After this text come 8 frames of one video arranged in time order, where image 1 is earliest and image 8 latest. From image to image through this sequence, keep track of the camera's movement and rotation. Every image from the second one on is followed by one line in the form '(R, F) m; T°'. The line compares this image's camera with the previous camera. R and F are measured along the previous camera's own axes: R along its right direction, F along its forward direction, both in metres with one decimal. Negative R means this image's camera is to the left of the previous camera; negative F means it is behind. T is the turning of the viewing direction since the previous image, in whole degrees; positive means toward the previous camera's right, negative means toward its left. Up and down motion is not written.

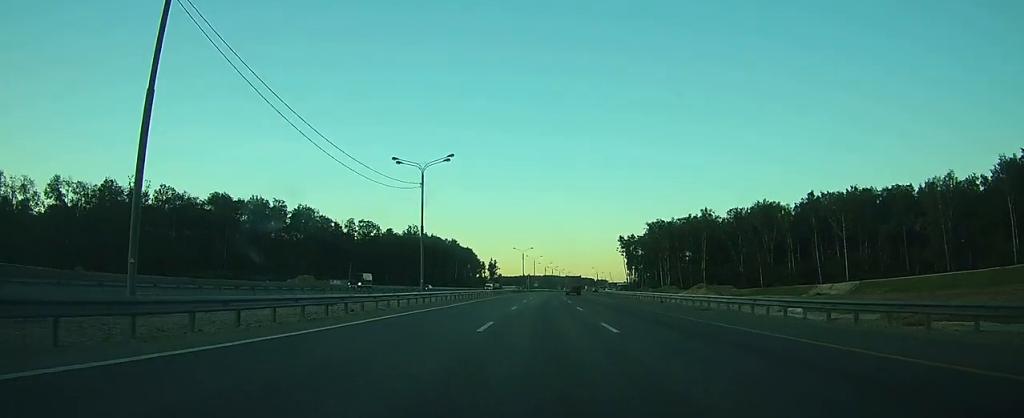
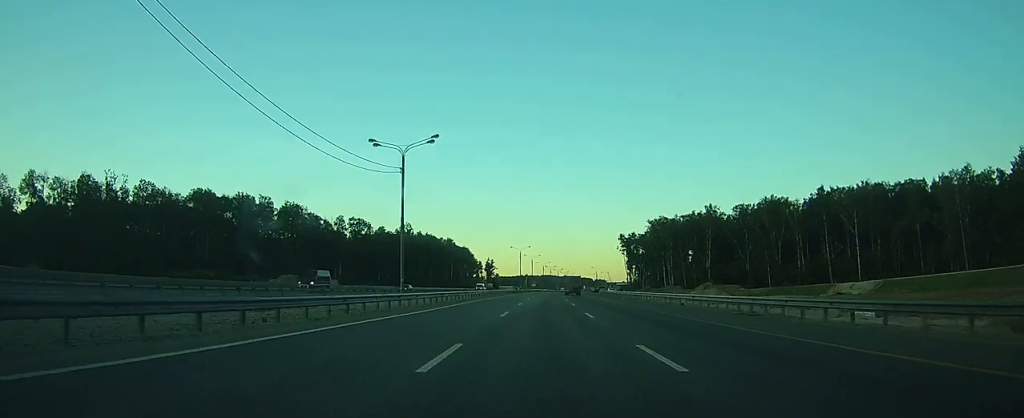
(0.0, +7.6) m; 0°
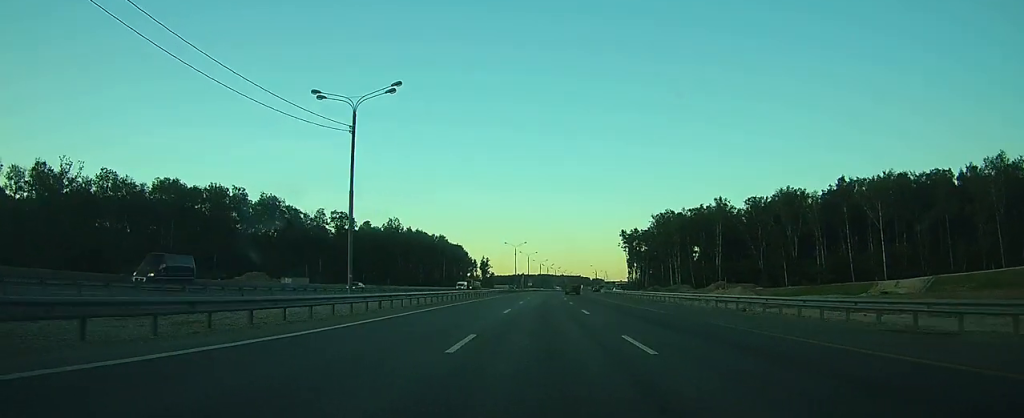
(0.0, +13.3) m; 0°
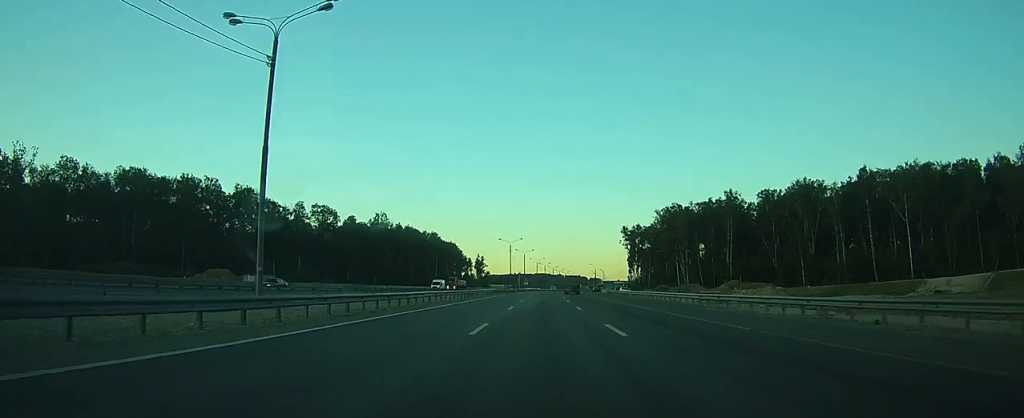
(+0.1, +12.0) m; 0°
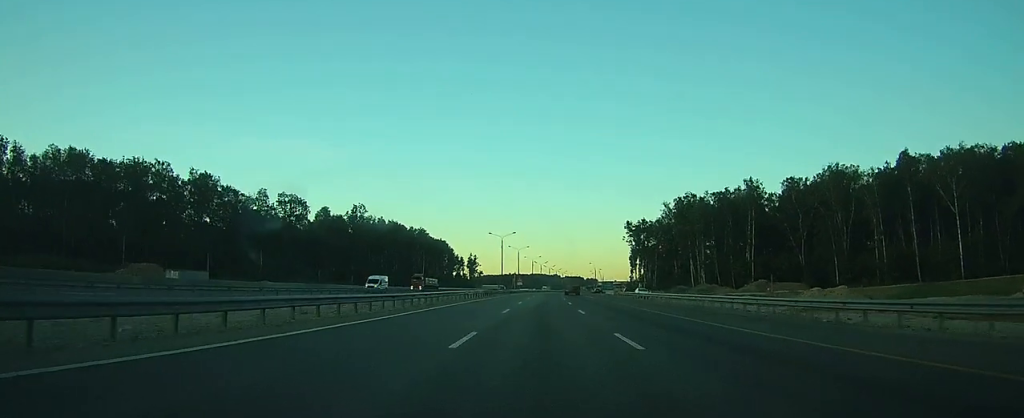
(0.0, +18.4) m; 0°
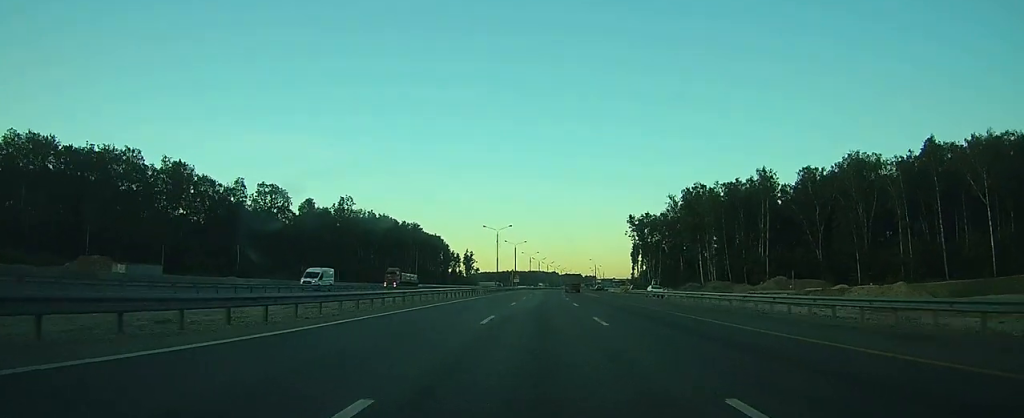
(0.0, +9.5) m; 0°
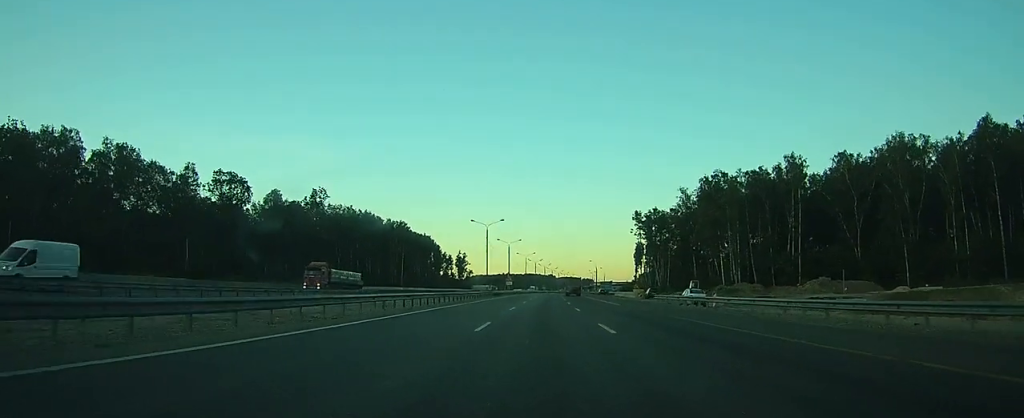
(+0.1, +17.1) m; 0°
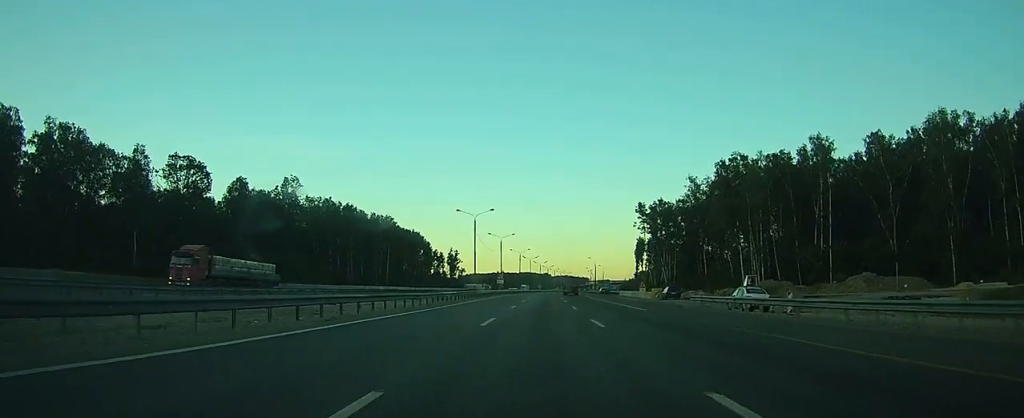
(-0.1, +13.3) m; 0°
